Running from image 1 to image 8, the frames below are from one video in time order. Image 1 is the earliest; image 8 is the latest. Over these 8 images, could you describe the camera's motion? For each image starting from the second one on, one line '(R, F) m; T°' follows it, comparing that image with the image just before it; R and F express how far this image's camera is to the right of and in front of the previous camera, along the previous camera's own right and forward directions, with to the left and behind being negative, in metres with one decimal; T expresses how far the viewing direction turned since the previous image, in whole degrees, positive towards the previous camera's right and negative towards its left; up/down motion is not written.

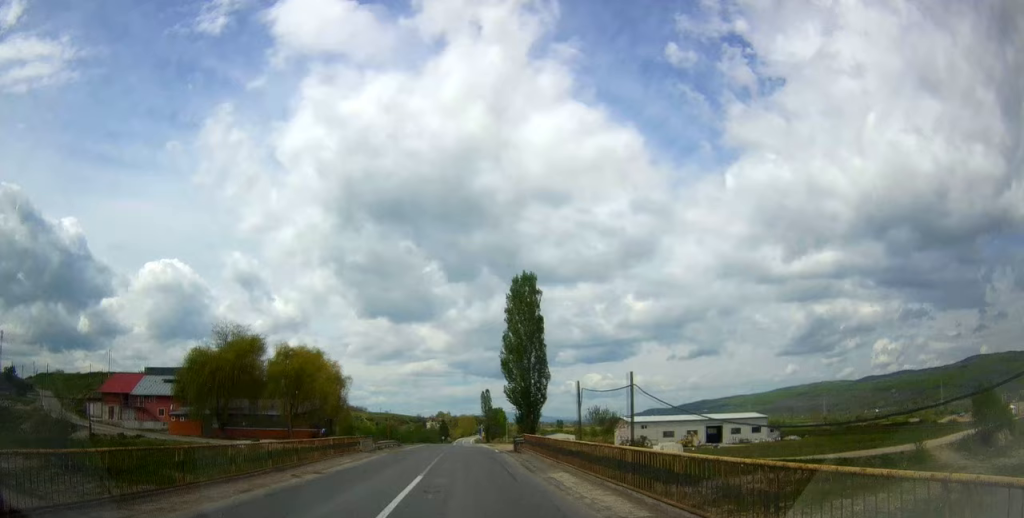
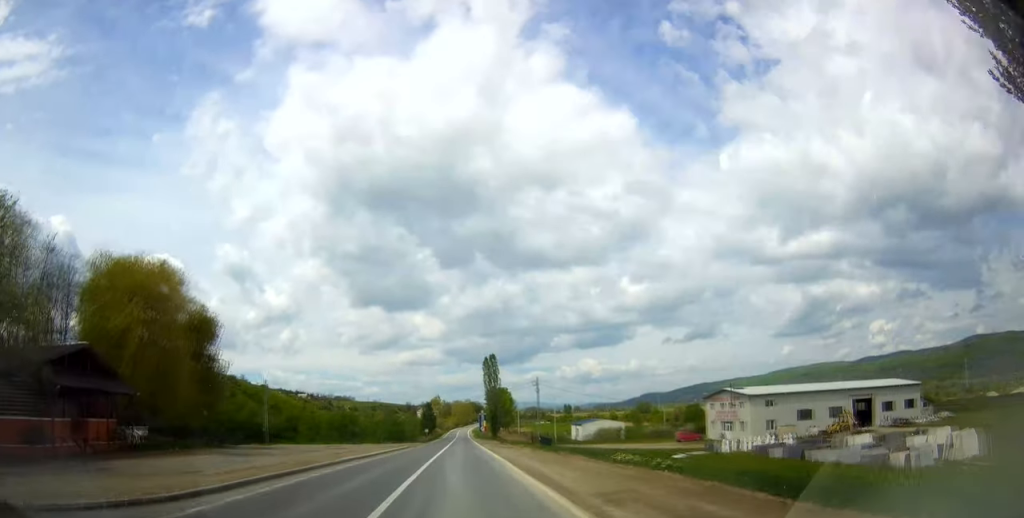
(+0.6, +62.1) m; 0°
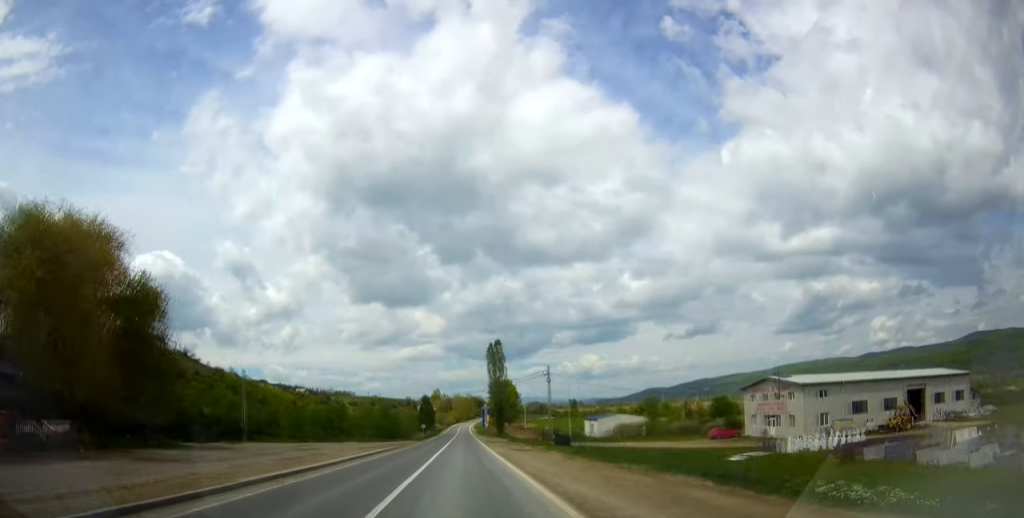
(-0.4, +12.9) m; 0°
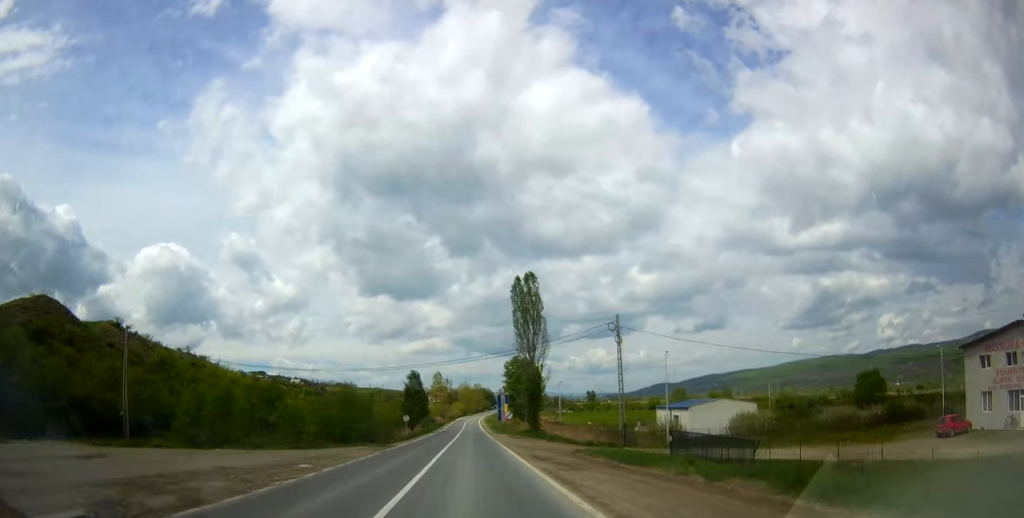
(+0.6, +42.1) m; +1°
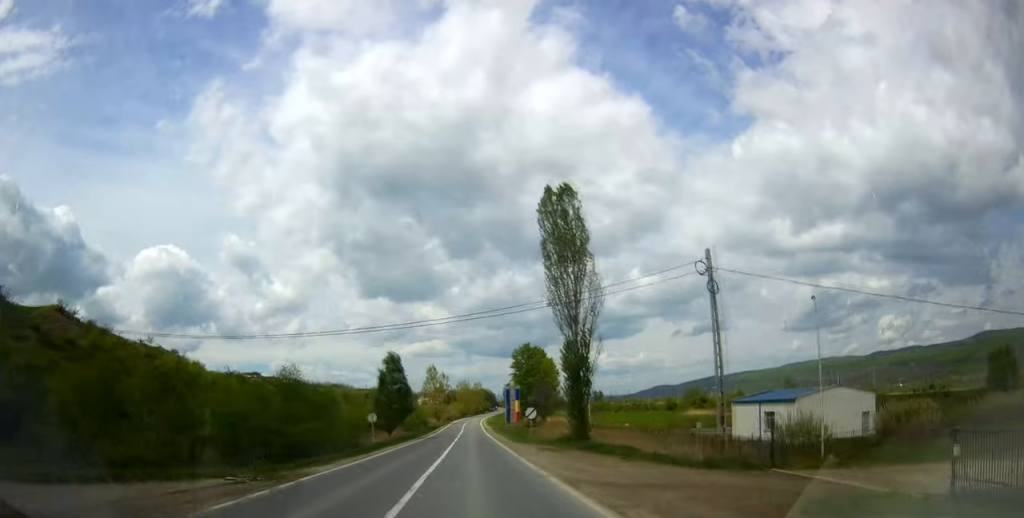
(0.0, +21.2) m; -1°
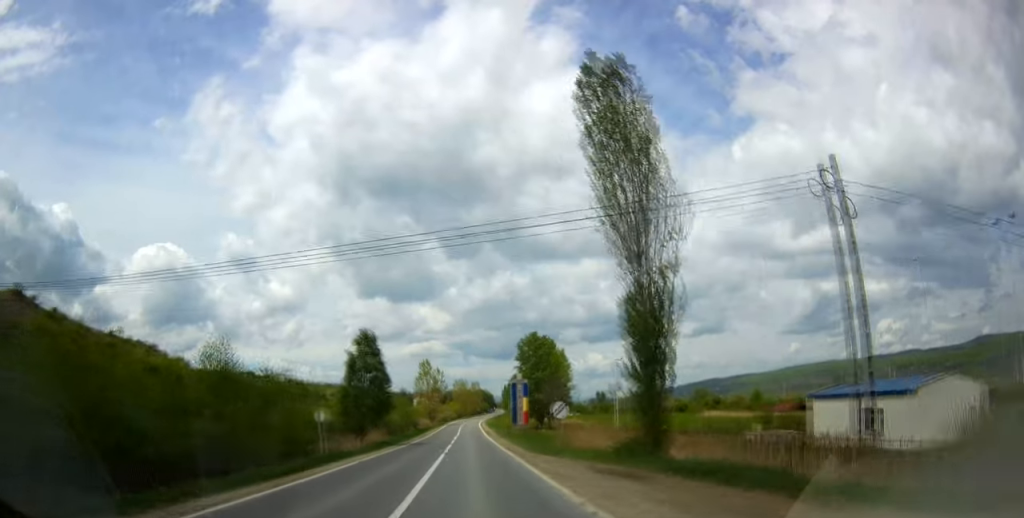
(-0.4, +11.6) m; 0°
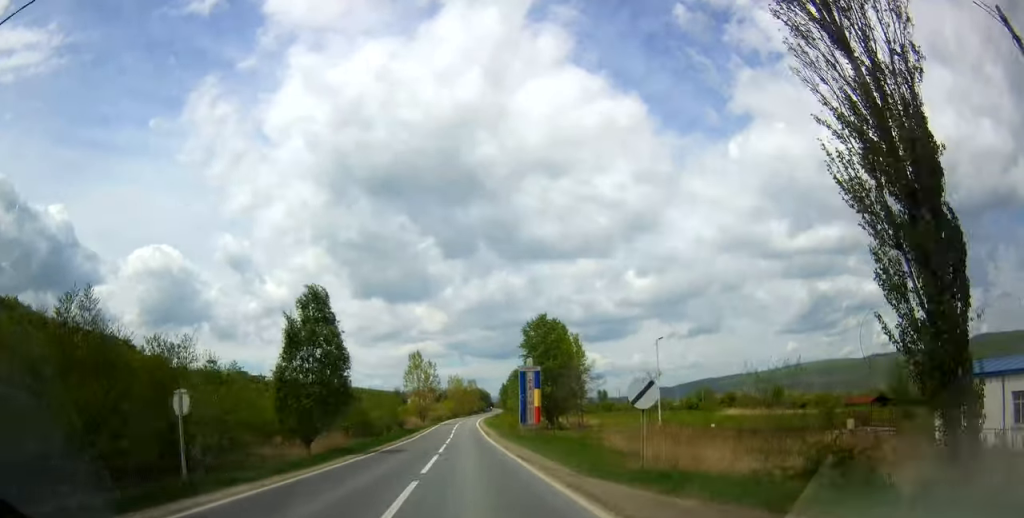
(+0.2, +12.4) m; 0°
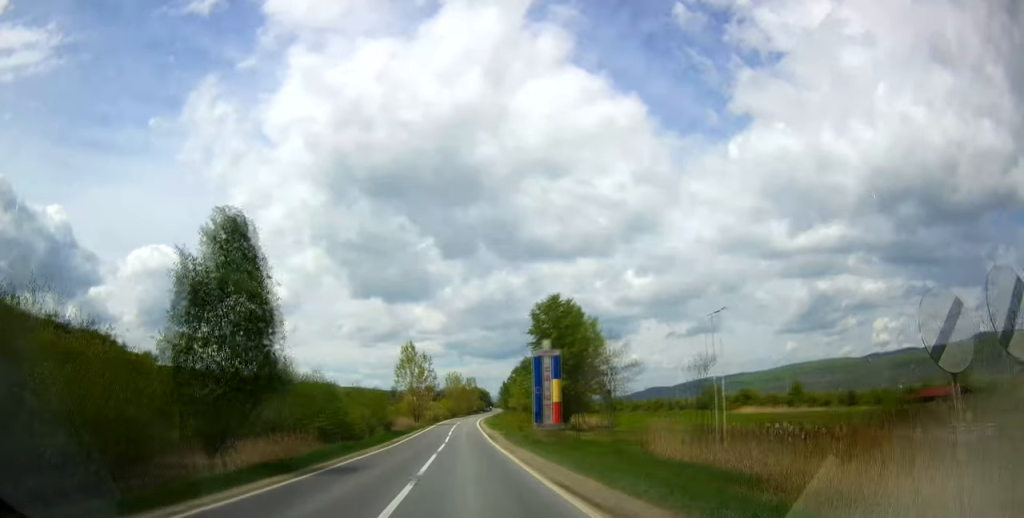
(+0.2, +9.9) m; 0°
